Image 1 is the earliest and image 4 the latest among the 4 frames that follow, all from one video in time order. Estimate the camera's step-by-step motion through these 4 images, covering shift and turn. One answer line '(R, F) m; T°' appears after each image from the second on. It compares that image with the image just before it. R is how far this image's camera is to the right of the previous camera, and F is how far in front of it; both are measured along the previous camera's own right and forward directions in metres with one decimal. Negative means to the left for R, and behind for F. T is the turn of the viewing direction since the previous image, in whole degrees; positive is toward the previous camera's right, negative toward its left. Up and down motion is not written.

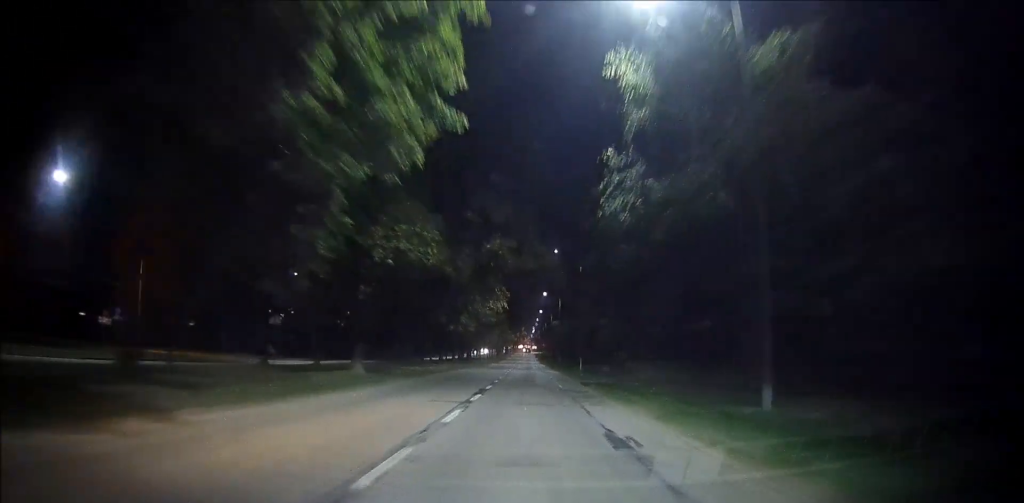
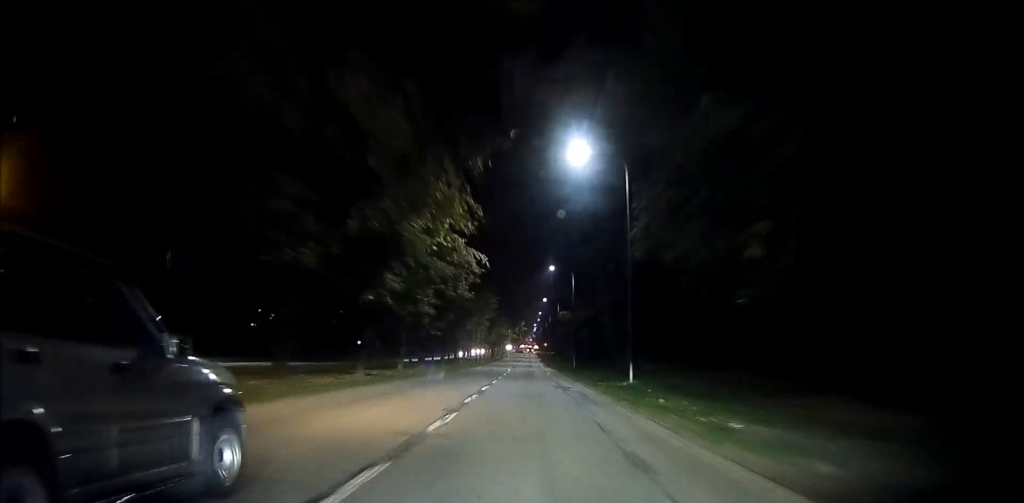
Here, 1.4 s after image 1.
(0.0, +22.8) m; 0°
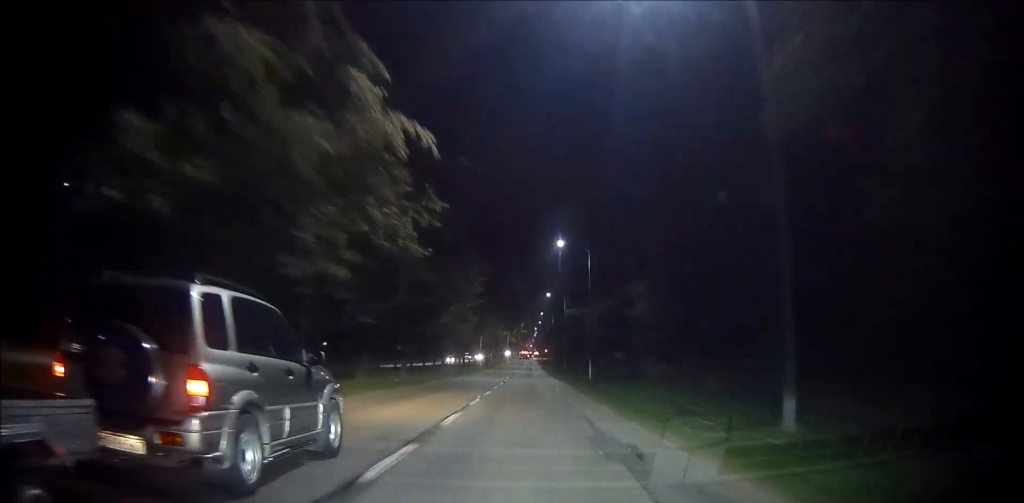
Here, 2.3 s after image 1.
(+0.1, +14.9) m; 0°
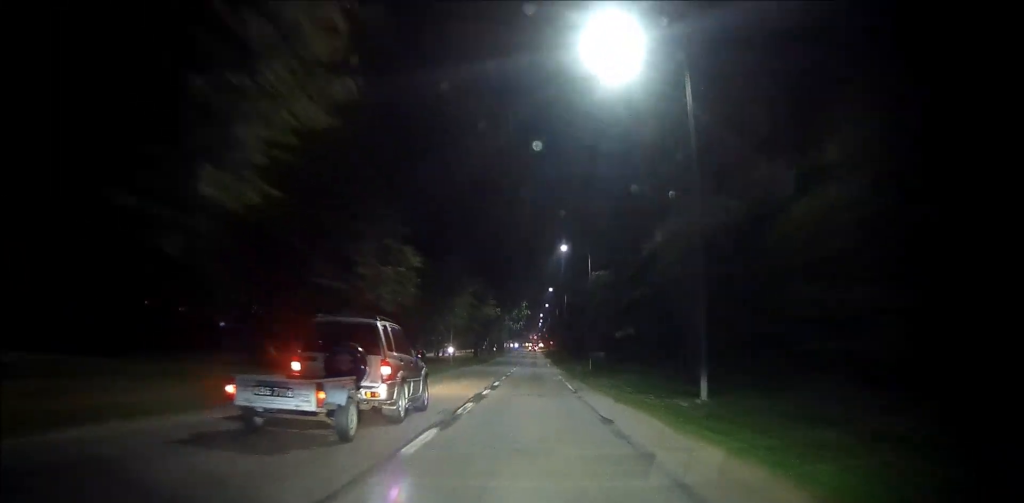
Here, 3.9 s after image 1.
(-0.2, +30.7) m; -1°
